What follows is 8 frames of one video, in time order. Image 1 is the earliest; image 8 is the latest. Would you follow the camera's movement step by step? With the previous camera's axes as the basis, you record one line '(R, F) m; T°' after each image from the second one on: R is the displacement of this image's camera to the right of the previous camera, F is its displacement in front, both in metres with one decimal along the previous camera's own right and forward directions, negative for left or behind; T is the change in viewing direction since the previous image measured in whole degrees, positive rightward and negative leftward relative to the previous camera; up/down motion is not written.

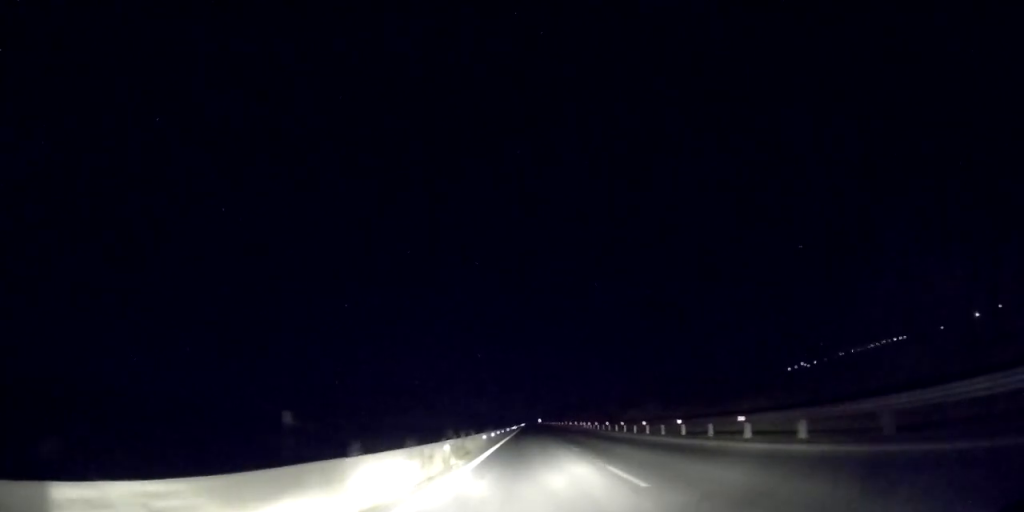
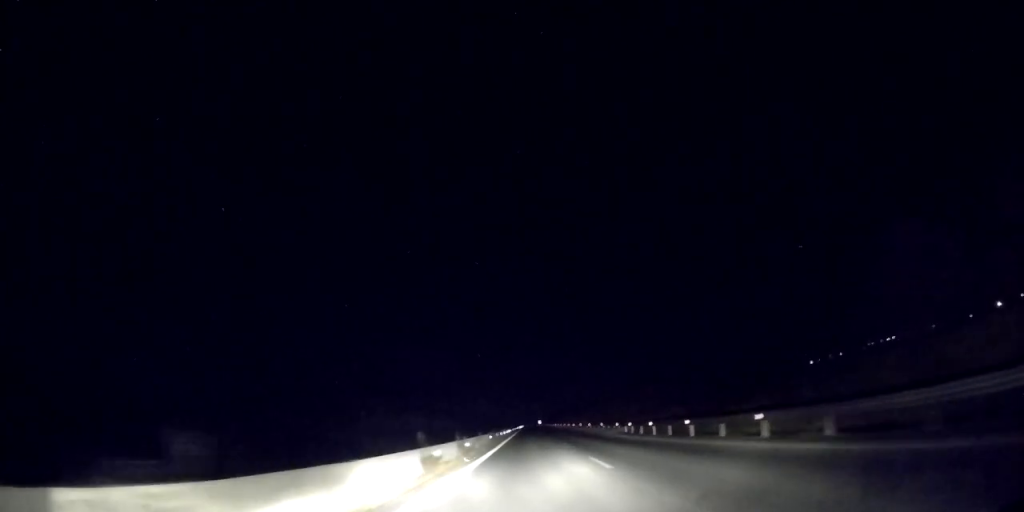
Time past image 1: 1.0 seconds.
(-0.1, +33.6) m; 0°
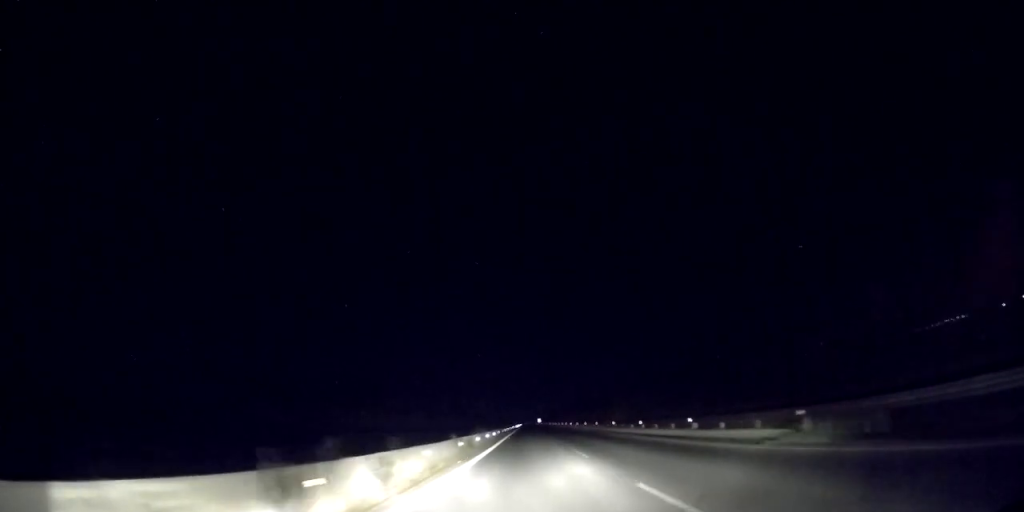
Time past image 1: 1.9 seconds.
(+0.2, +33.6) m; +1°
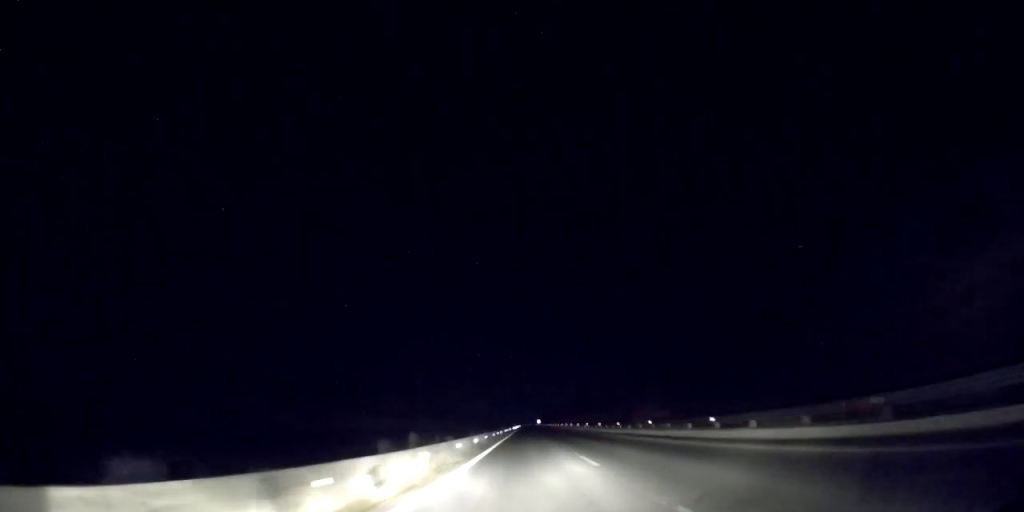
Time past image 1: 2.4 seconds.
(0.0, +15.7) m; 0°
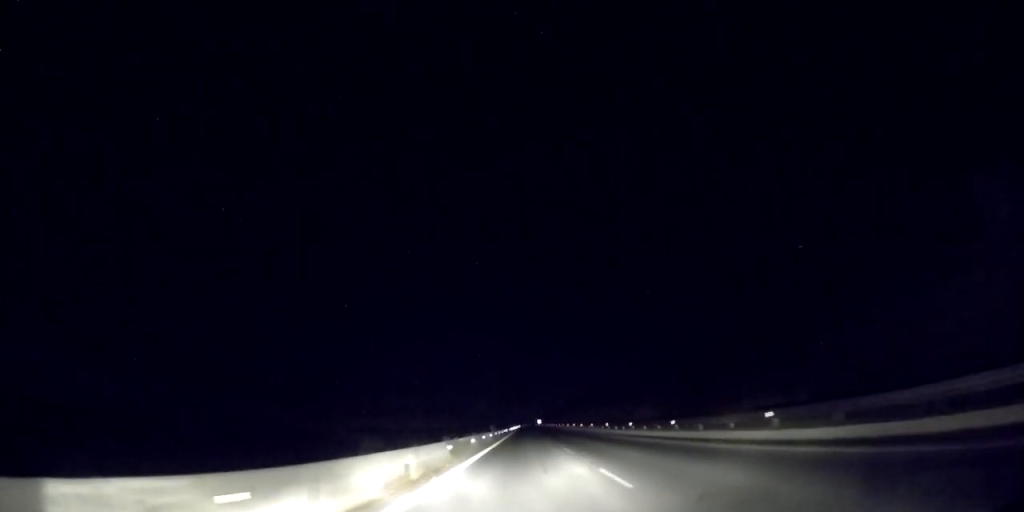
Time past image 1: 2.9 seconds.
(0.0, +18.0) m; 0°
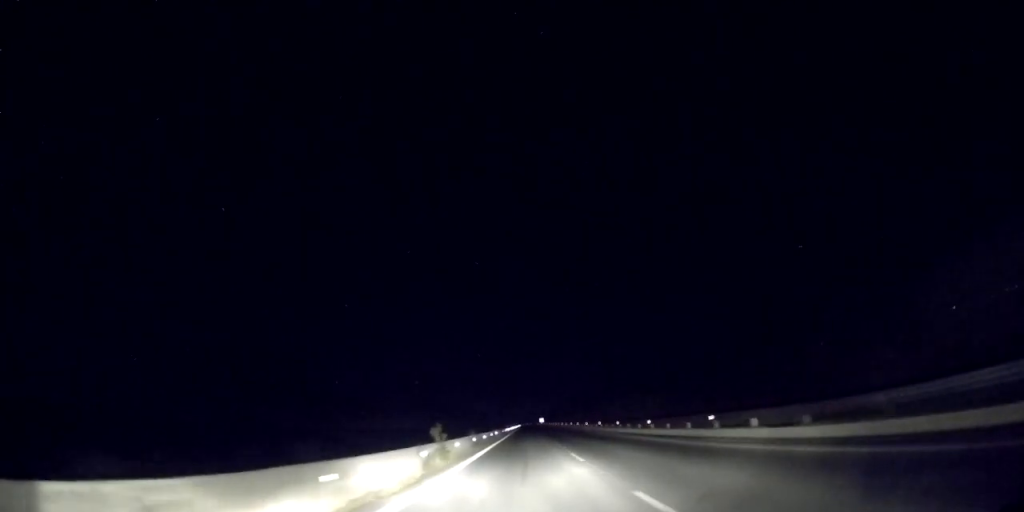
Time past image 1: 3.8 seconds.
(-0.2, +30.1) m; 0°
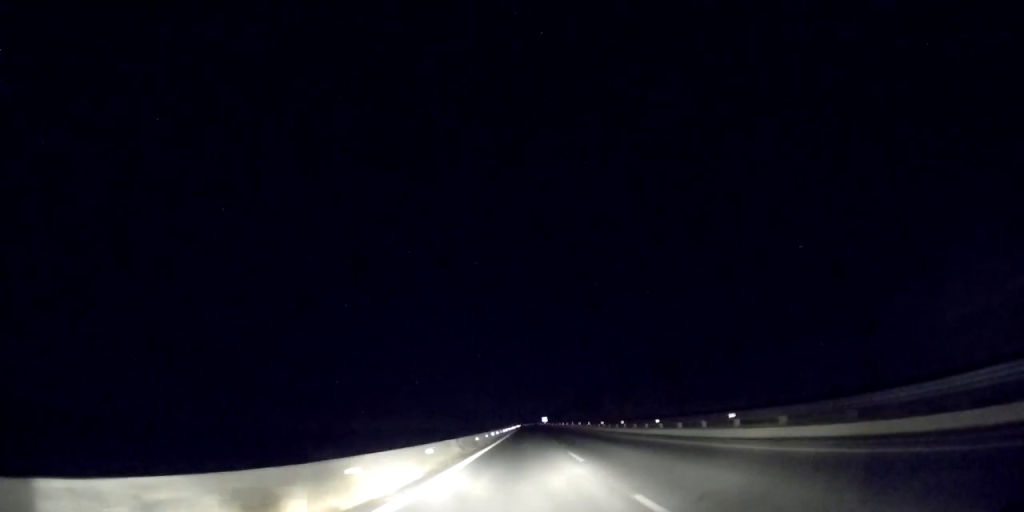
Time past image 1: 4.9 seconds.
(+0.1, +38.9) m; 0°
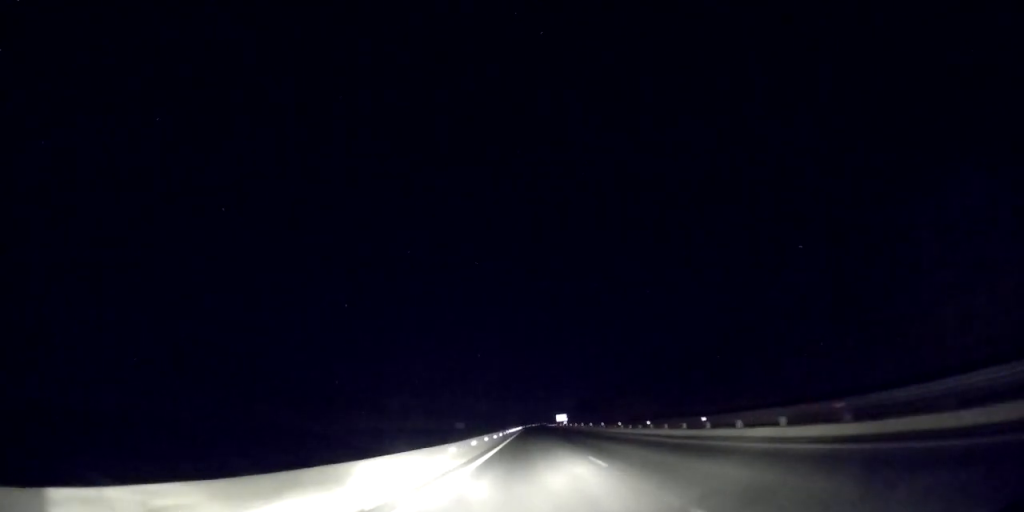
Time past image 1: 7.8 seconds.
(-0.3, +103.2) m; 0°
